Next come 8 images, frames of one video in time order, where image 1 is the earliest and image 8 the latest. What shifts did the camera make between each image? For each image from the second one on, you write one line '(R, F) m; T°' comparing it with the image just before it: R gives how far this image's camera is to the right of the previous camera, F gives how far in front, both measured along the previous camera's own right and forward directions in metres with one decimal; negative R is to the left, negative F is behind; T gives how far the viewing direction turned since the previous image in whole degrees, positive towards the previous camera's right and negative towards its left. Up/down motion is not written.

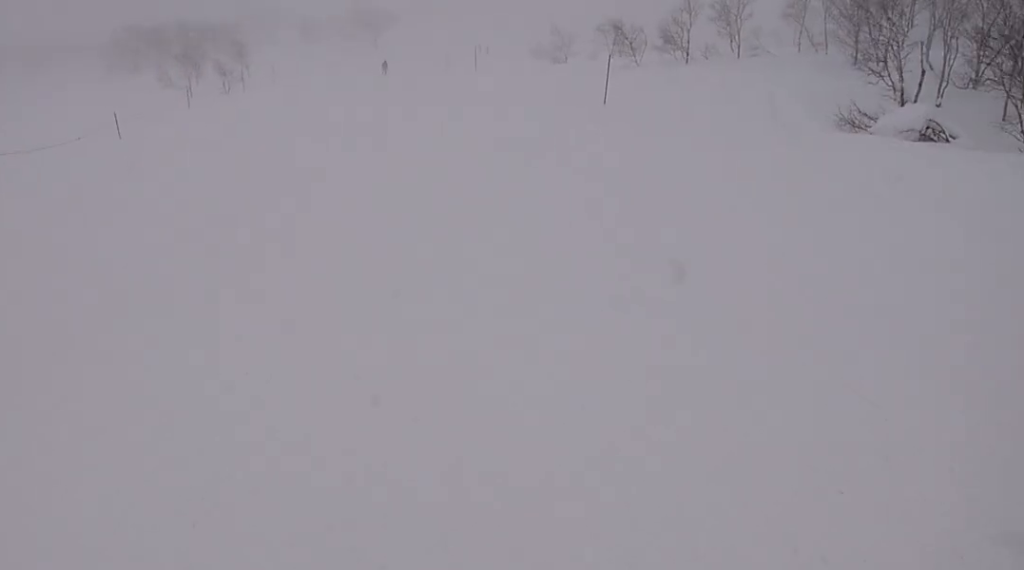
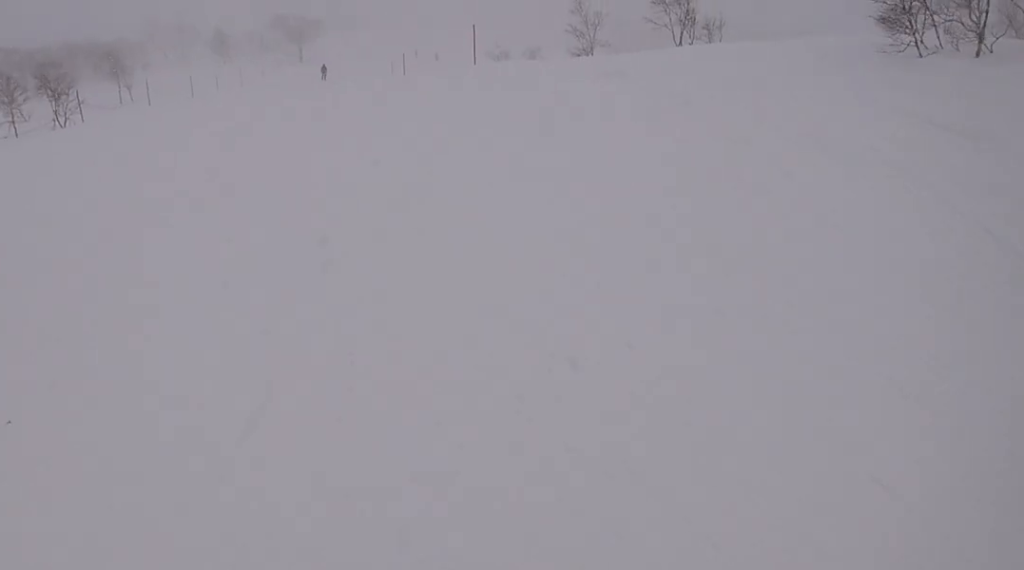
(+1.7, +18.2) m; +2°
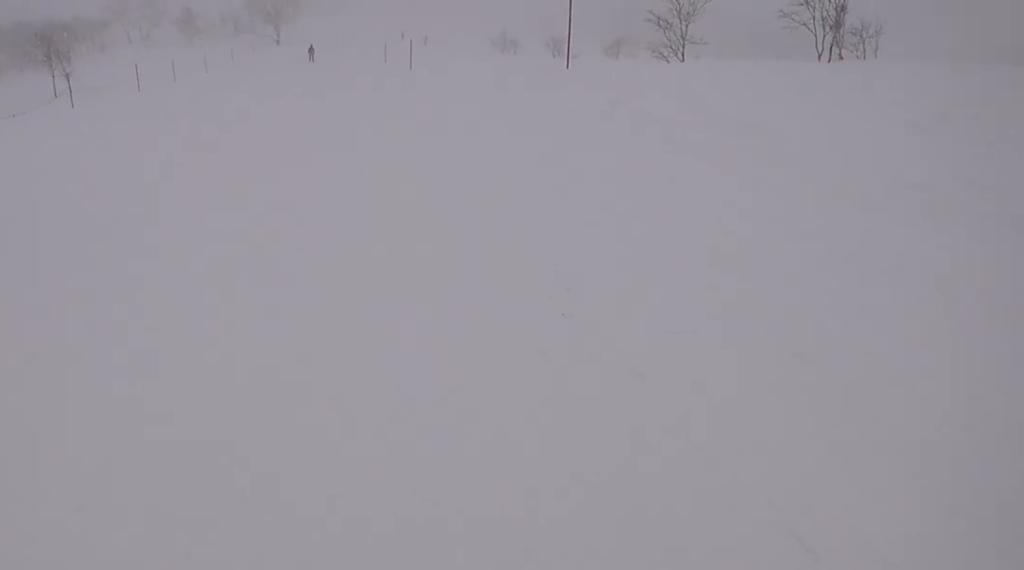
(-0.2, +9.8) m; -1°
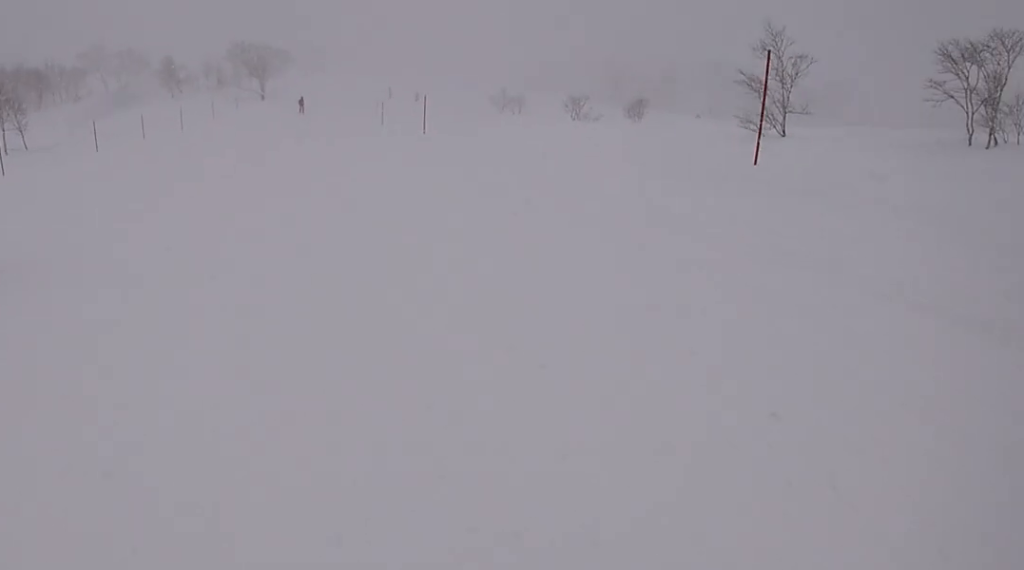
(+0.1, +6.5) m; 0°
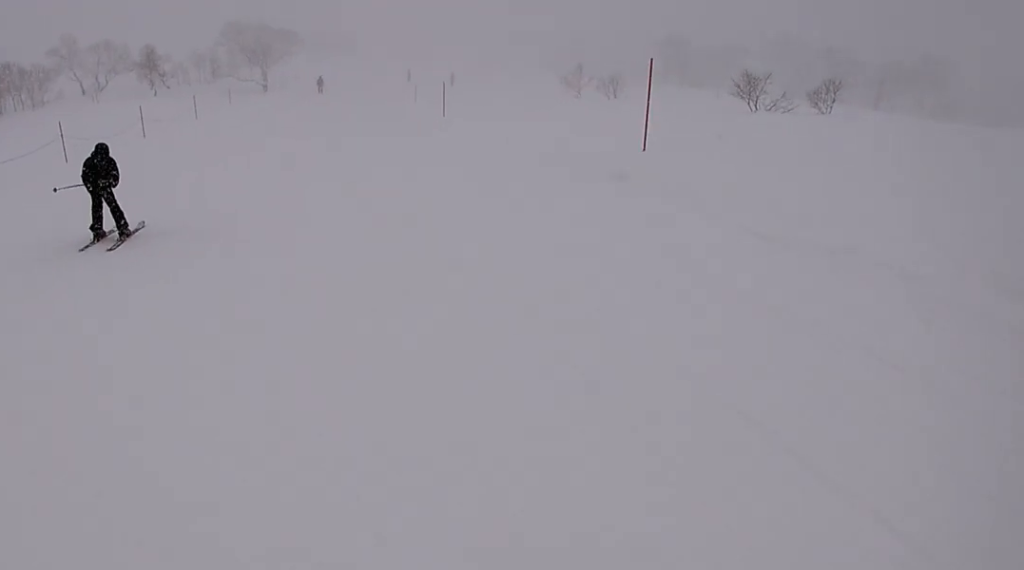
(+0.3, +16.5) m; +4°
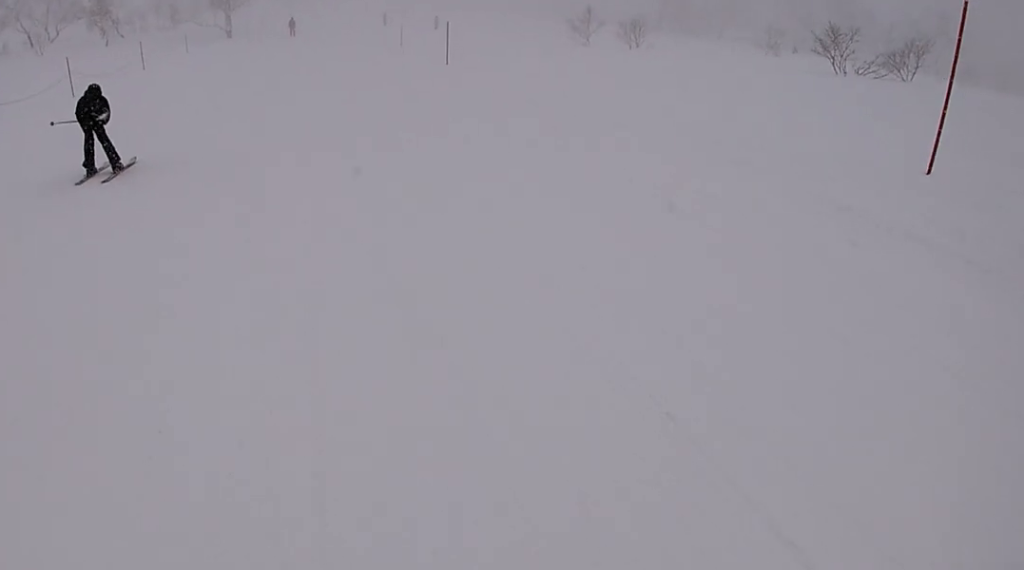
(+0.4, +6.1) m; +1°
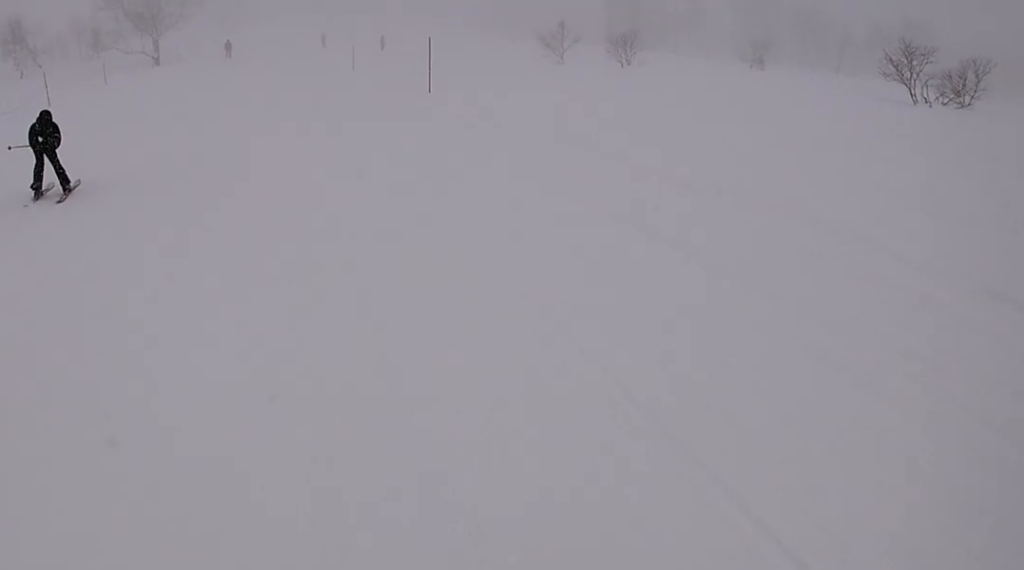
(-0.1, +5.9) m; 0°
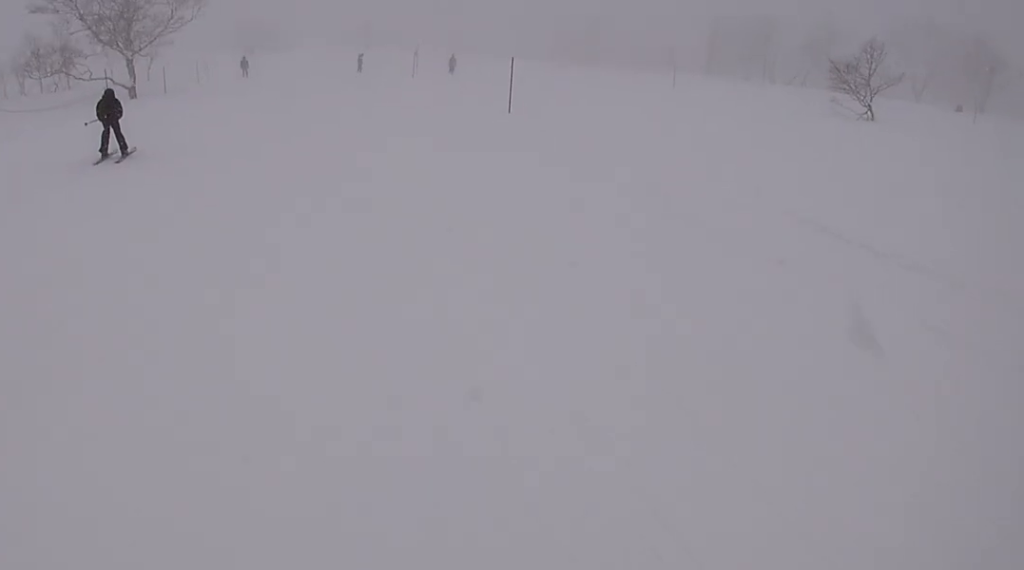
(0.0, +21.6) m; +1°
